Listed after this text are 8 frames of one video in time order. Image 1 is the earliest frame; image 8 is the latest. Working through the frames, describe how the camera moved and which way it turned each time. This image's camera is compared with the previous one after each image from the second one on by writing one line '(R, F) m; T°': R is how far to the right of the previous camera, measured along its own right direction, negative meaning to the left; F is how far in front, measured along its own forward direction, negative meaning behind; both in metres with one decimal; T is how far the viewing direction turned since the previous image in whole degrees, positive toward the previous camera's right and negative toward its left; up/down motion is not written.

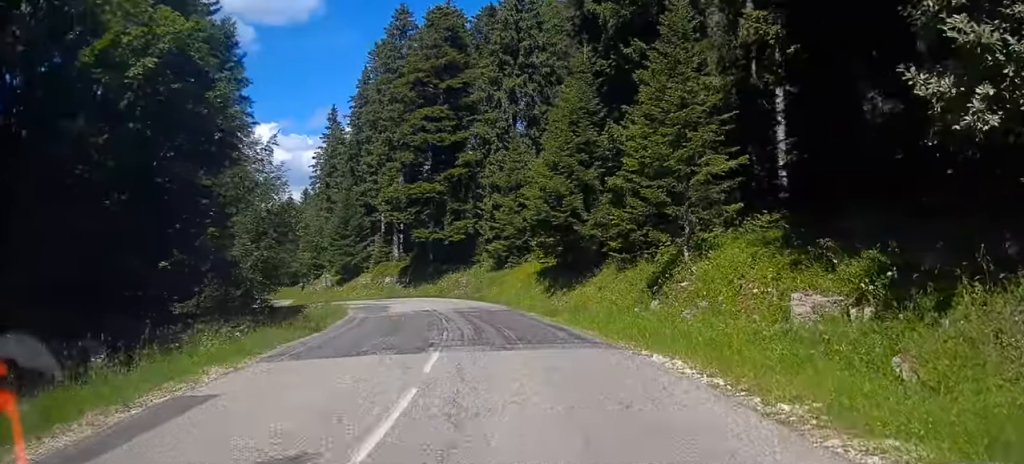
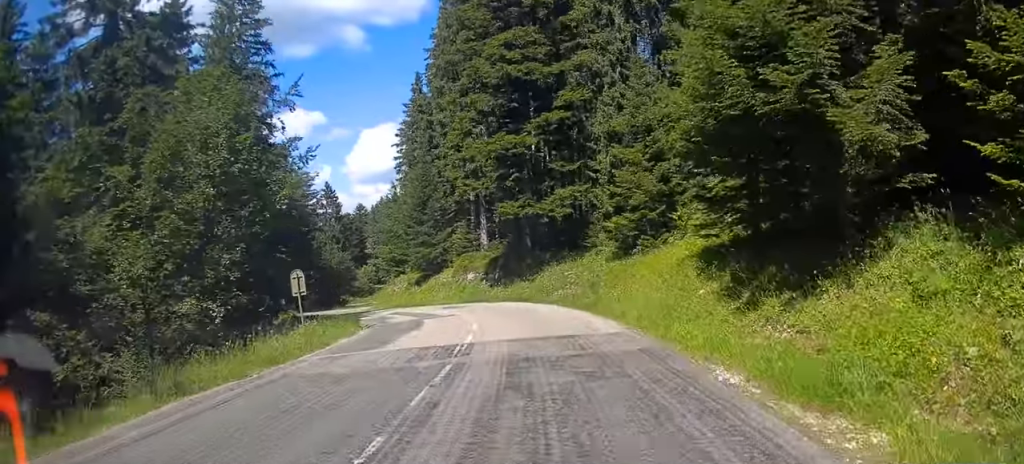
(-0.6, +15.7) m; -6°
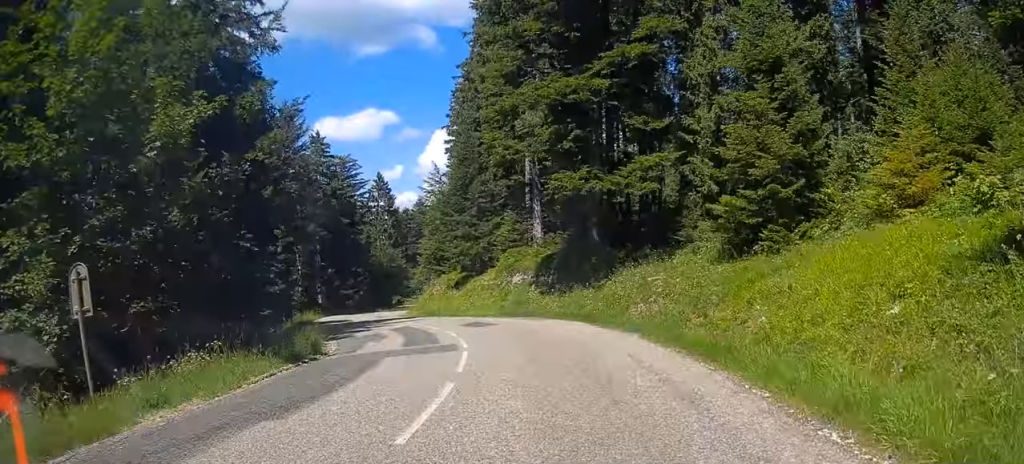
(-0.5, +10.6) m; -5°
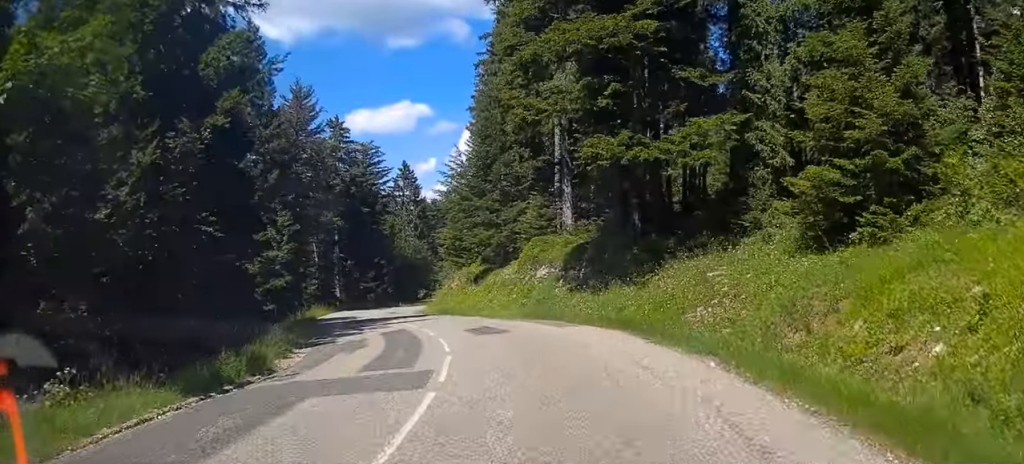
(-0.2, +5.0) m; -5°
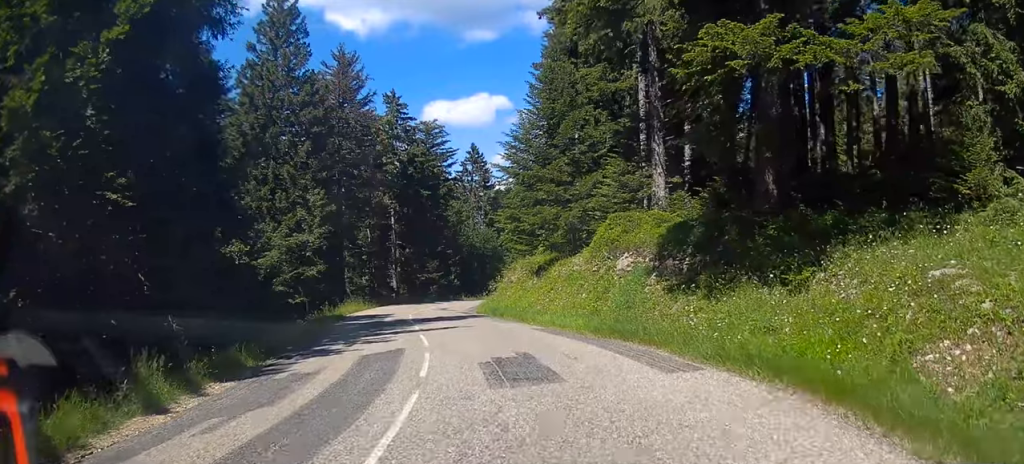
(-0.2, +8.0) m; -8°
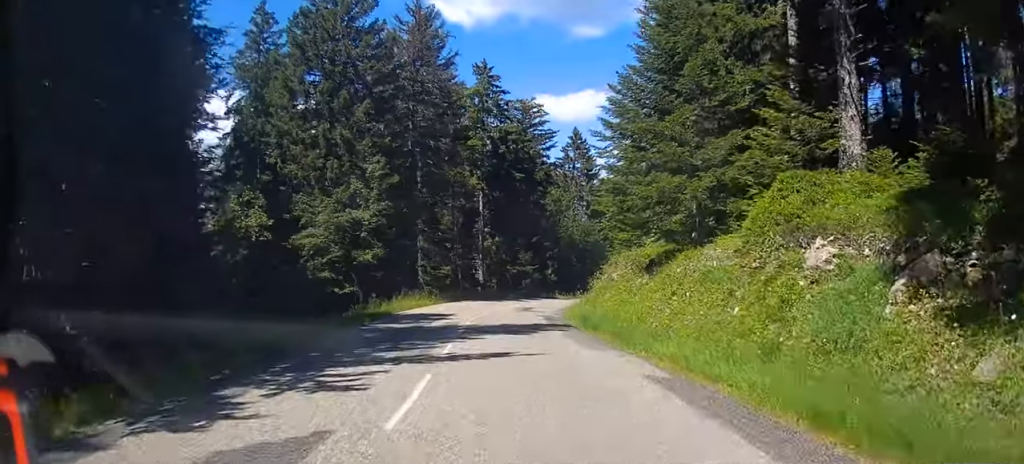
(-1.1, +8.4) m; -7°
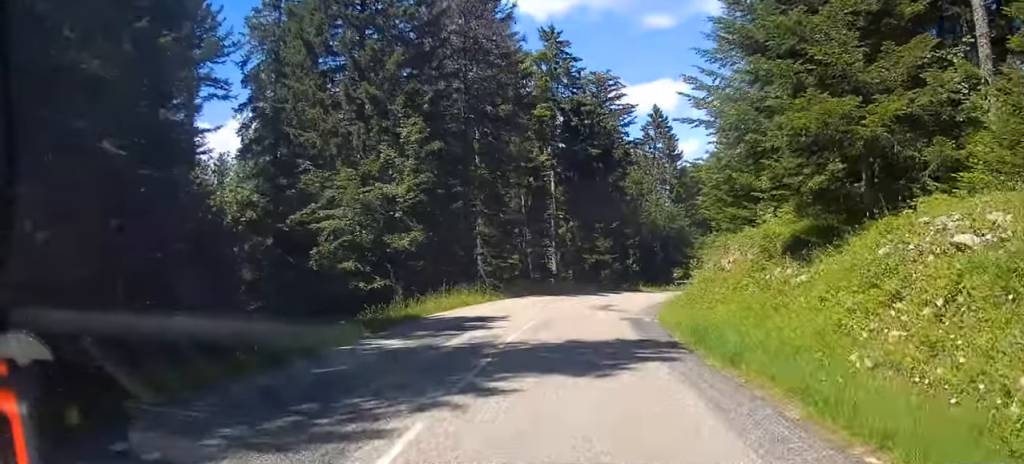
(-0.2, +7.6) m; -2°
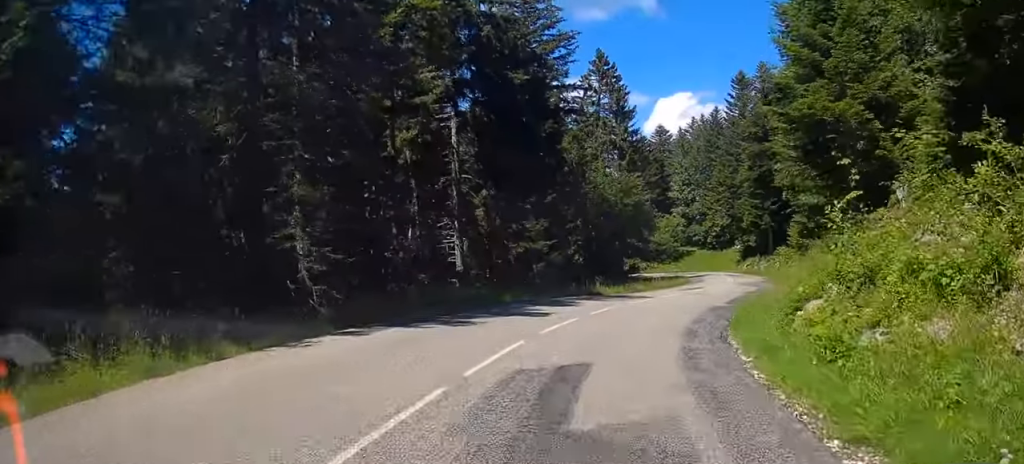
(-0.1, +19.8) m; +2°
